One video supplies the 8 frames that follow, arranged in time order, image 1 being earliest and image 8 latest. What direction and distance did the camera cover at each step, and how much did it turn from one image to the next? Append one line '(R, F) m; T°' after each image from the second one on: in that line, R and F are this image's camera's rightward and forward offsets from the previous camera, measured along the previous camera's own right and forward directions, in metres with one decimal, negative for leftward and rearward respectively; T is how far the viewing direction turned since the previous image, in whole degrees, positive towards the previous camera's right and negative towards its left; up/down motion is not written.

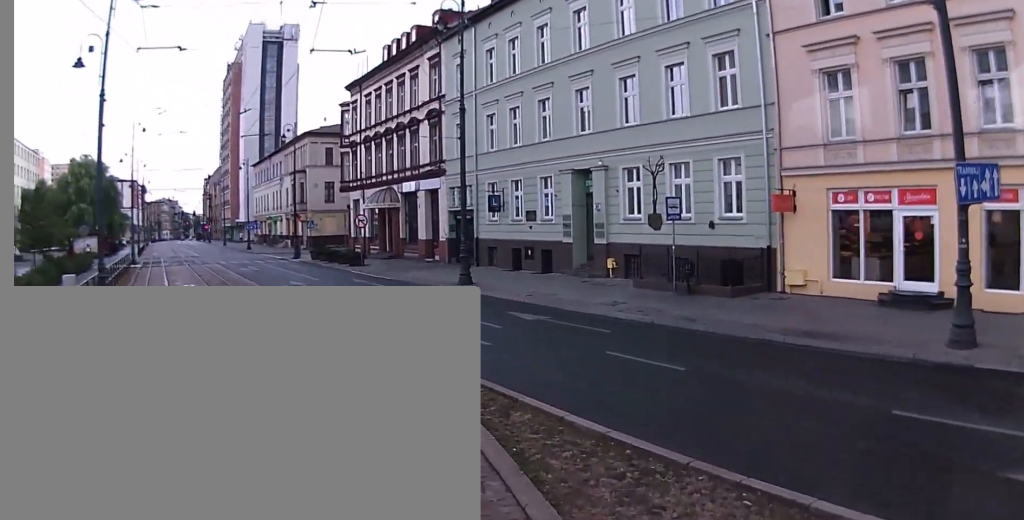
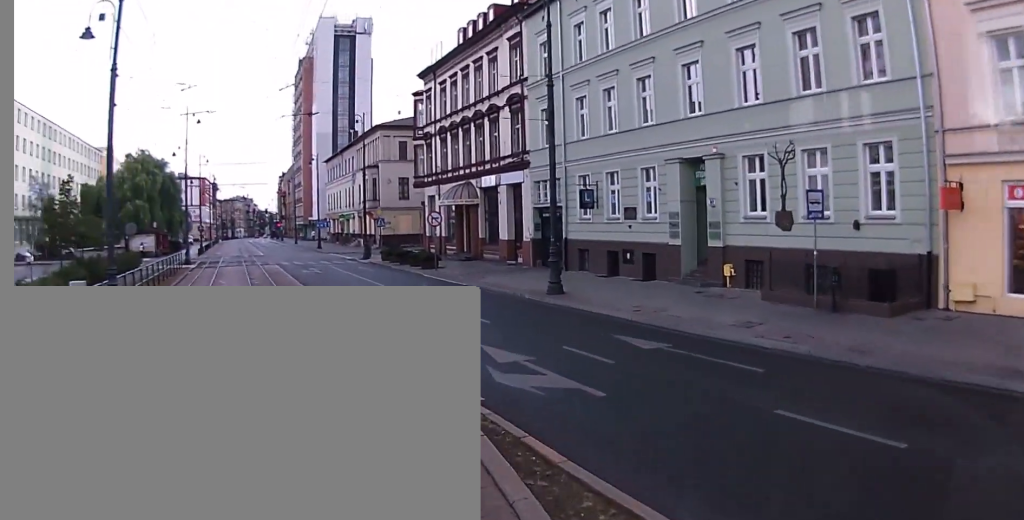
(-0.5, +3.9) m; -16°
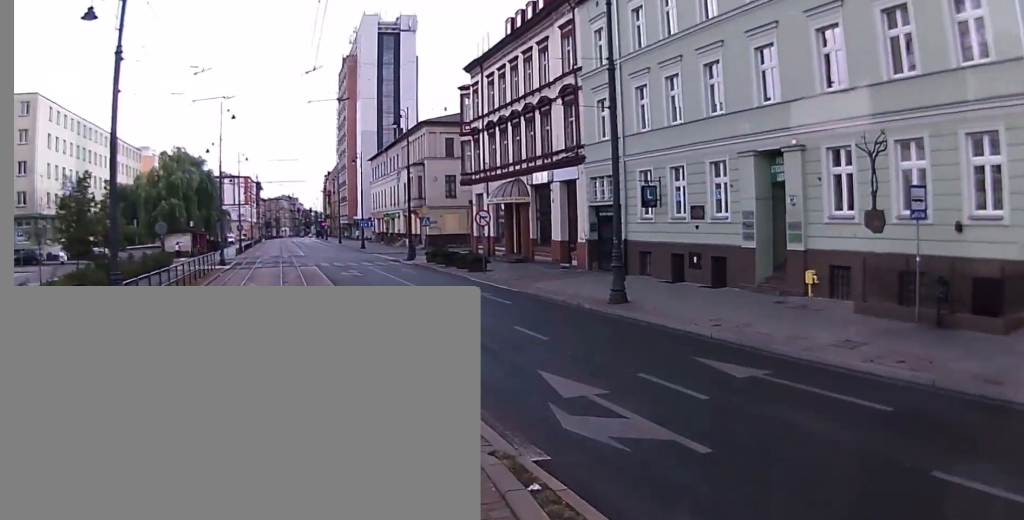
(-0.1, +2.5) m; -11°
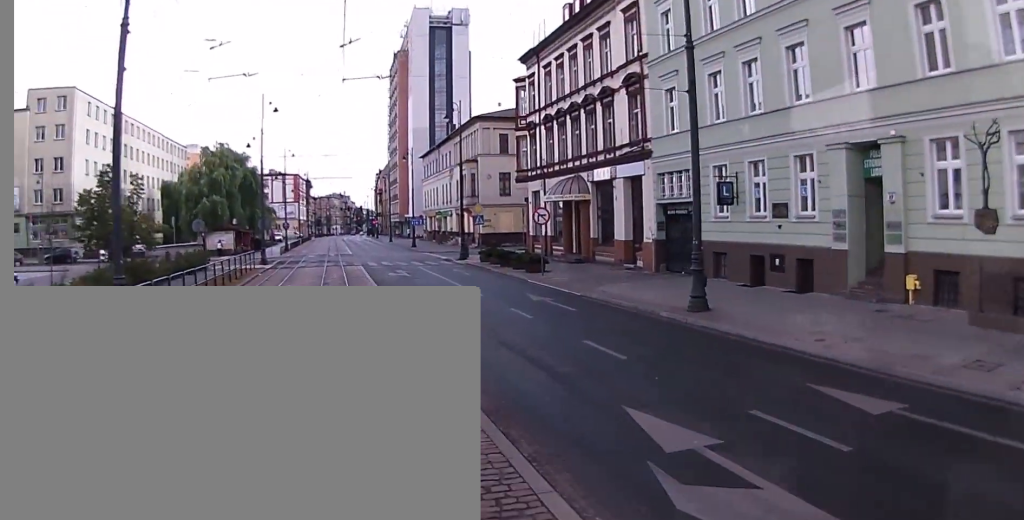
(-0.3, +2.5) m; -5°
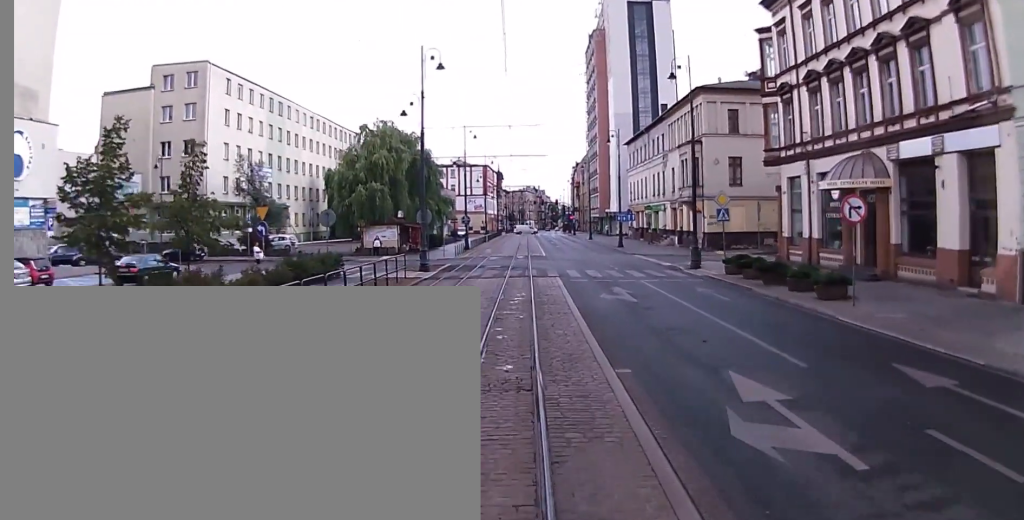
(-1.0, +12.3) m; -8°
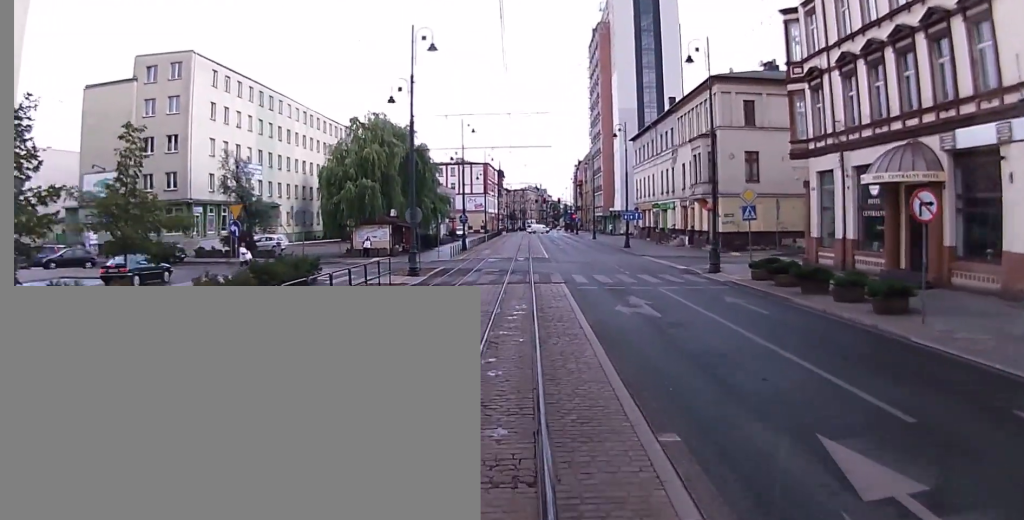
(-0.2, +3.8) m; 0°
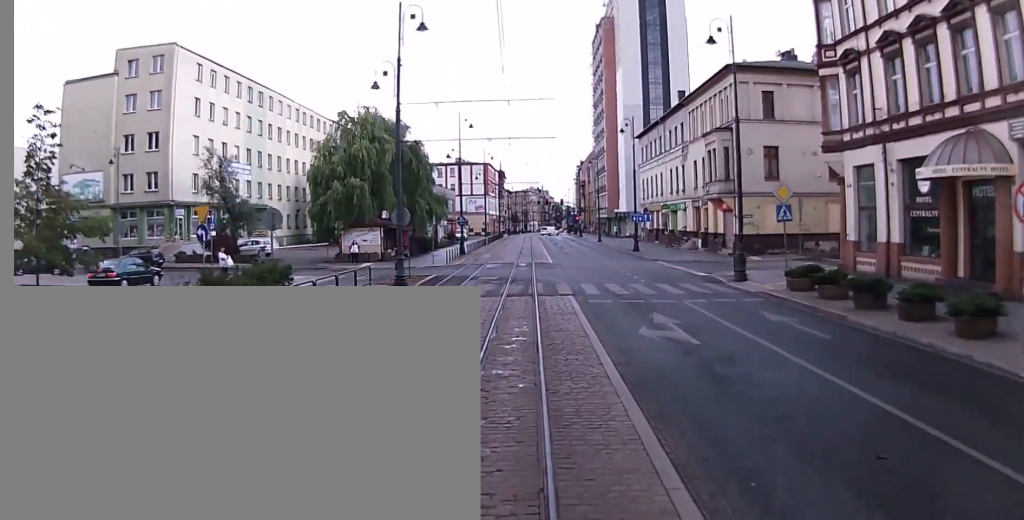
(0.0, +3.9) m; -1°
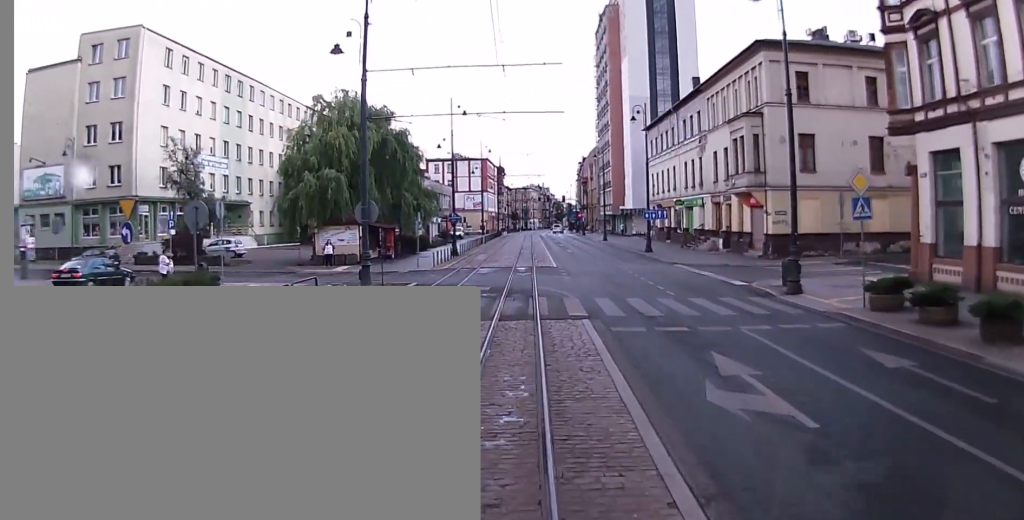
(0.0, +6.3) m; -2°
